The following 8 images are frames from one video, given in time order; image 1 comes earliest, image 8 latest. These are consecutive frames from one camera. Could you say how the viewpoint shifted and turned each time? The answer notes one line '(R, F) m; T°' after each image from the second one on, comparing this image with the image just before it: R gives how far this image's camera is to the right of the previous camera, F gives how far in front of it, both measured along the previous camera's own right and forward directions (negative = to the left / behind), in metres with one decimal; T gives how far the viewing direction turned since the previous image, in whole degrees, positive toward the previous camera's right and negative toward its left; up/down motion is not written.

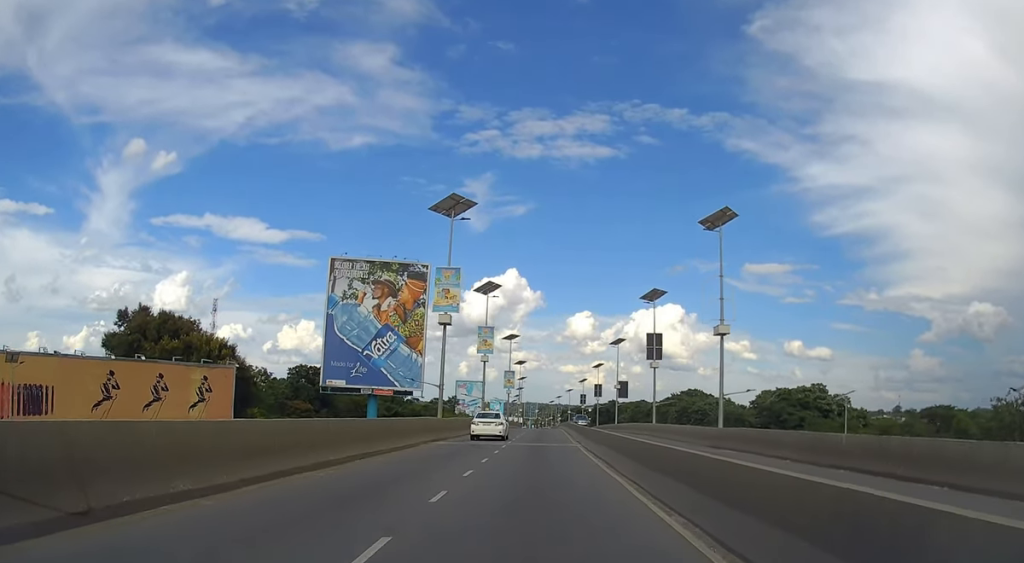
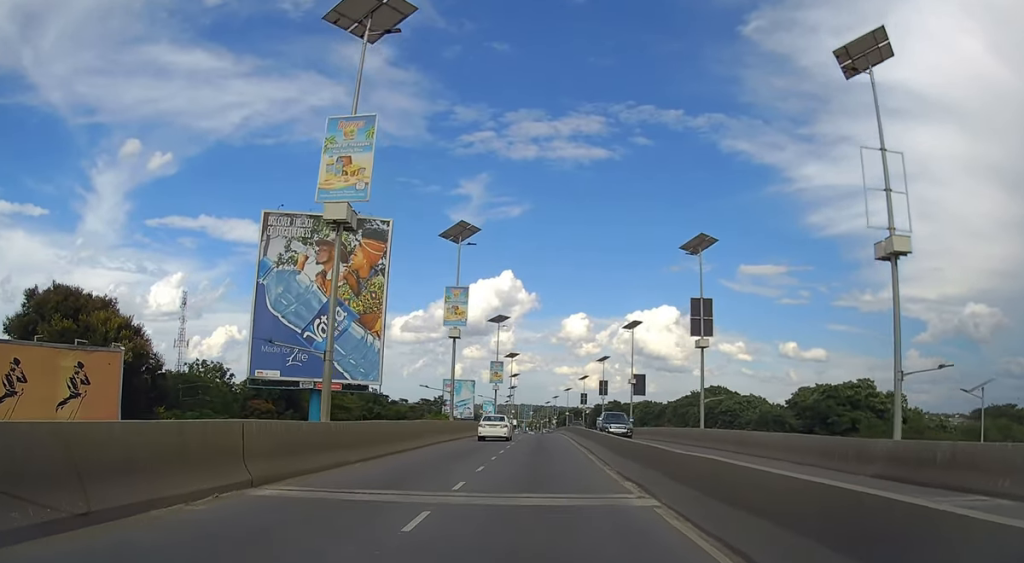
(+0.1, +20.5) m; +1°
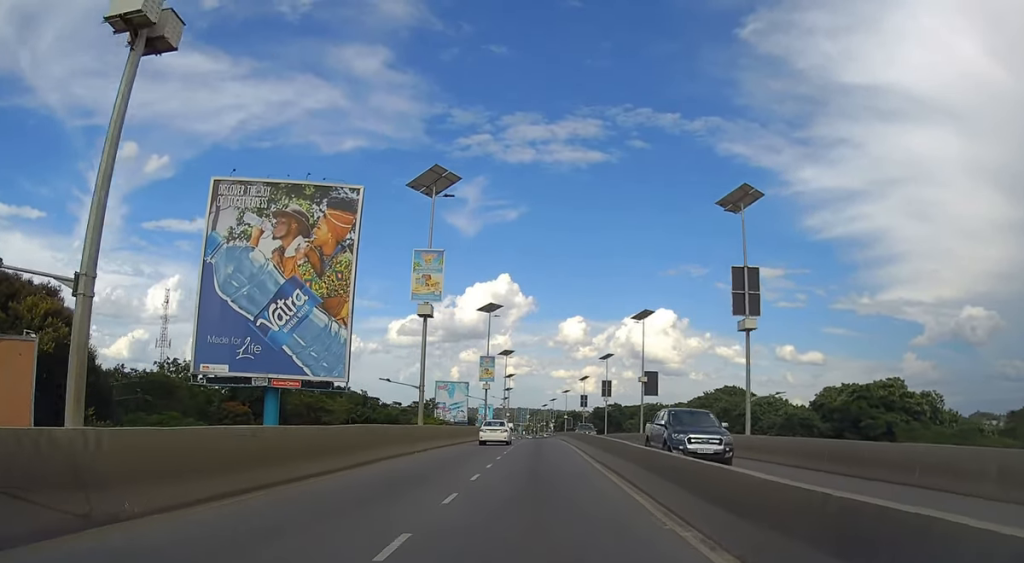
(+0.1, +10.5) m; 0°
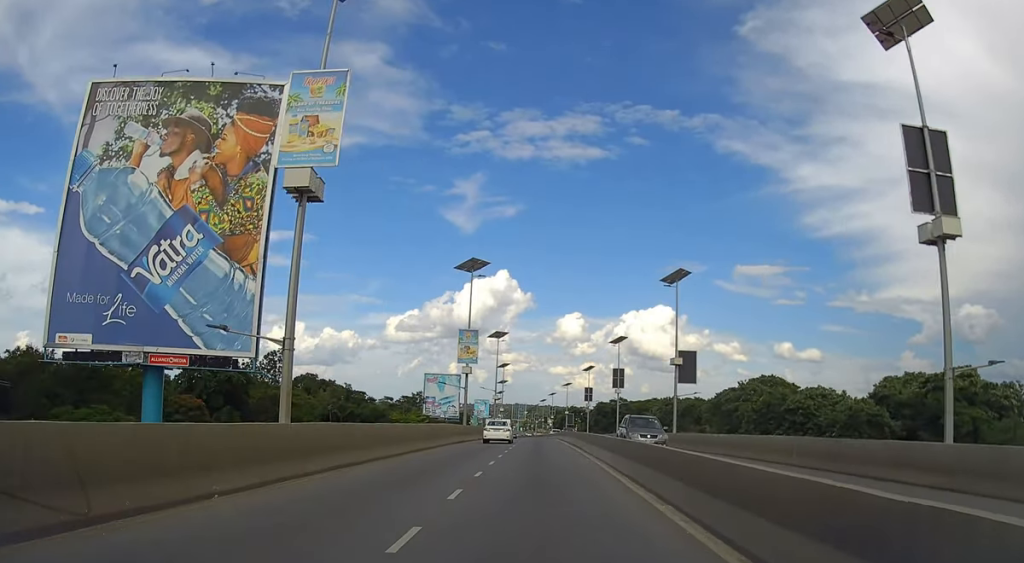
(0.0, +17.9) m; 0°
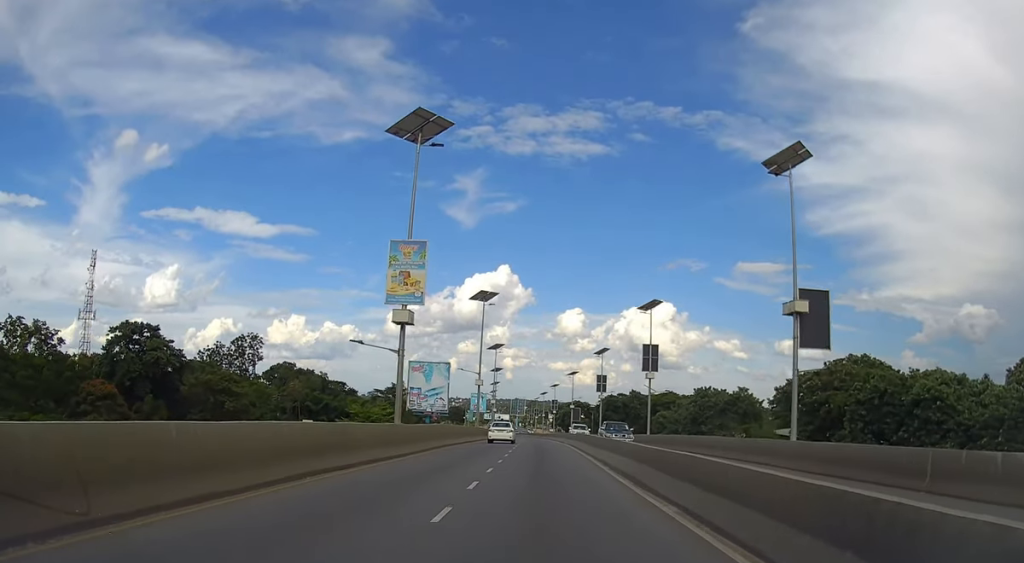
(0.0, +24.7) m; 0°
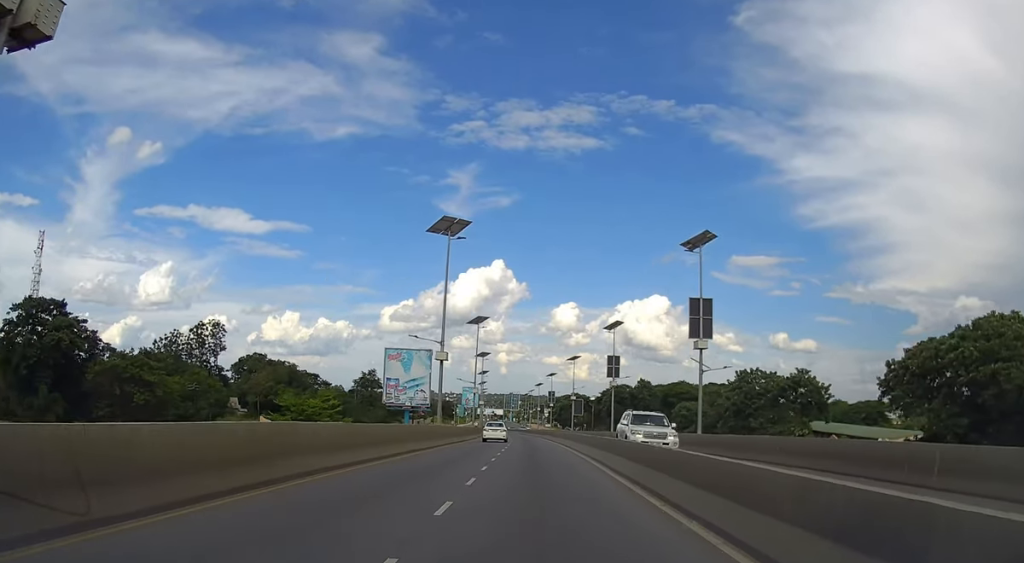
(+0.1, +21.6) m; 0°
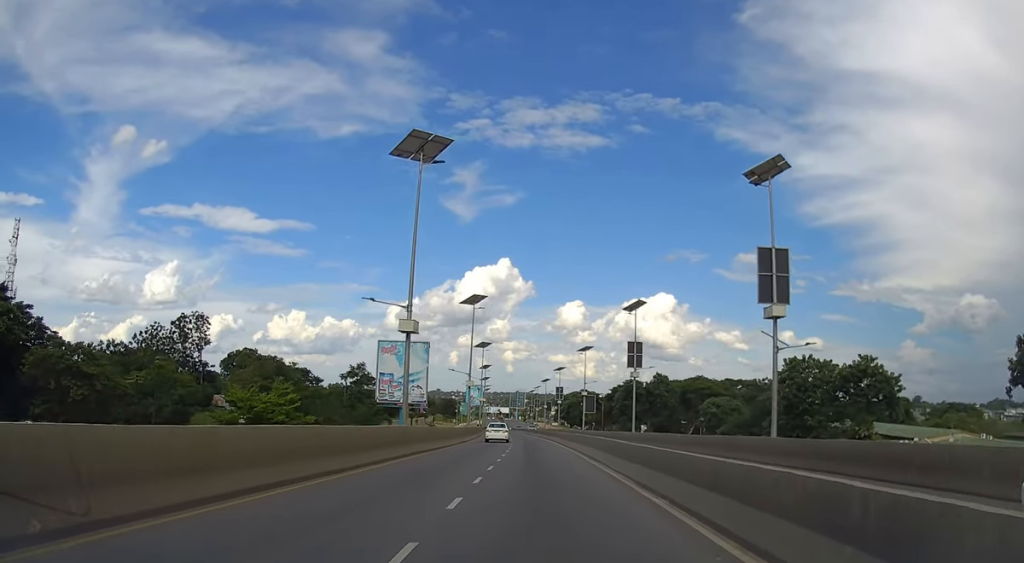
(0.0, +12.4) m; 0°
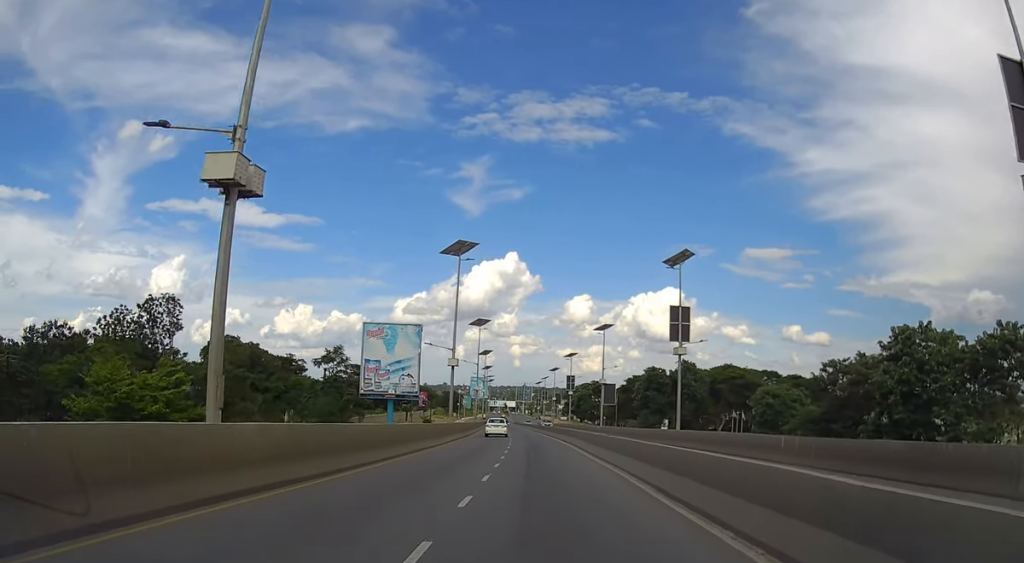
(0.0, +17.7) m; 0°
